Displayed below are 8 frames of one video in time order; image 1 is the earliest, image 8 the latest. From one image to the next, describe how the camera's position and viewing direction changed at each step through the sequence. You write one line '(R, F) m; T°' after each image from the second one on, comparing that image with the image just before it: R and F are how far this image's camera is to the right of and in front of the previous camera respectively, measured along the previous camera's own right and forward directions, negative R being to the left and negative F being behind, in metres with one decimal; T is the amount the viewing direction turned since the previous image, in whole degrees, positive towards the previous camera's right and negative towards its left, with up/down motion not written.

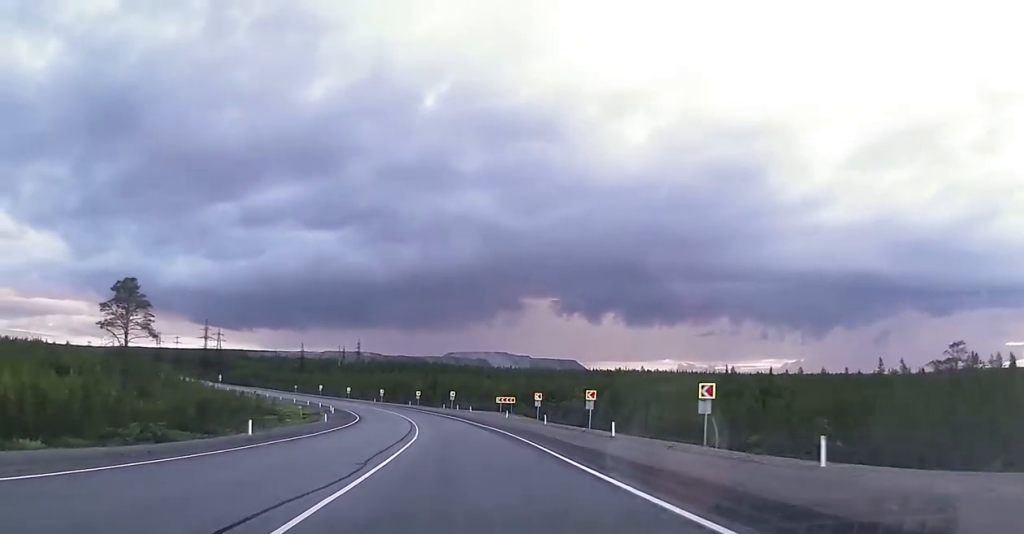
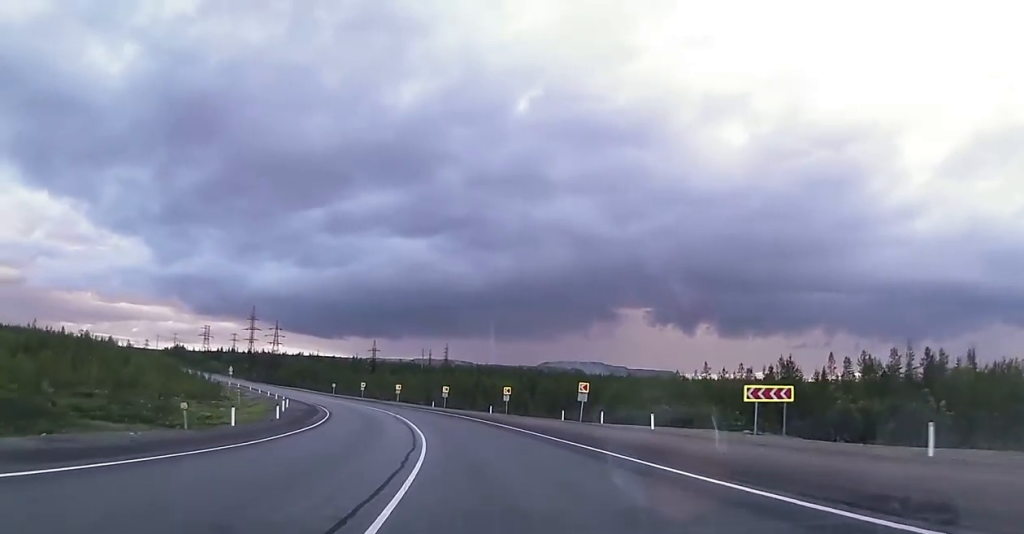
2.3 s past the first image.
(-1.0, +61.6) m; -3°
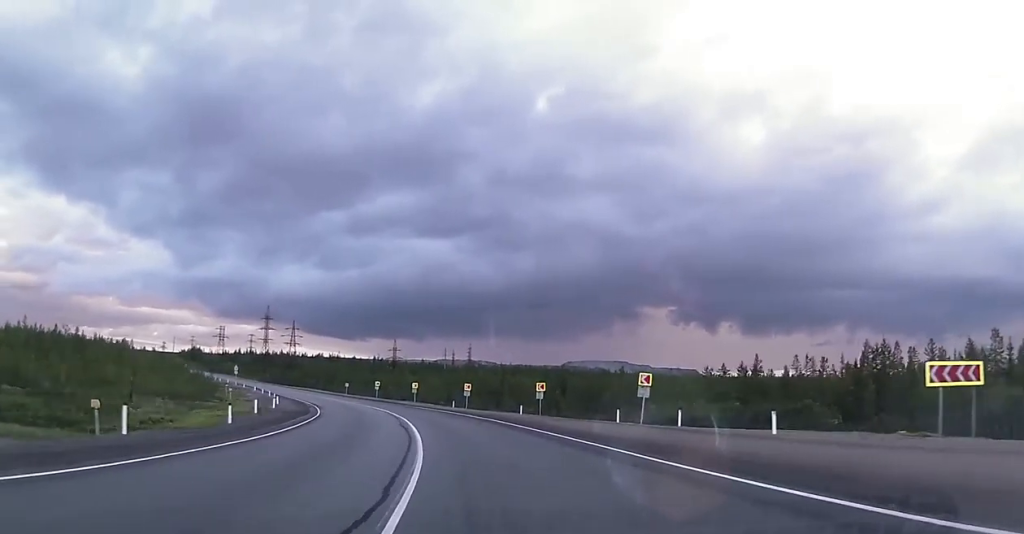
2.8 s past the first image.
(-0.1, +11.4) m; -2°
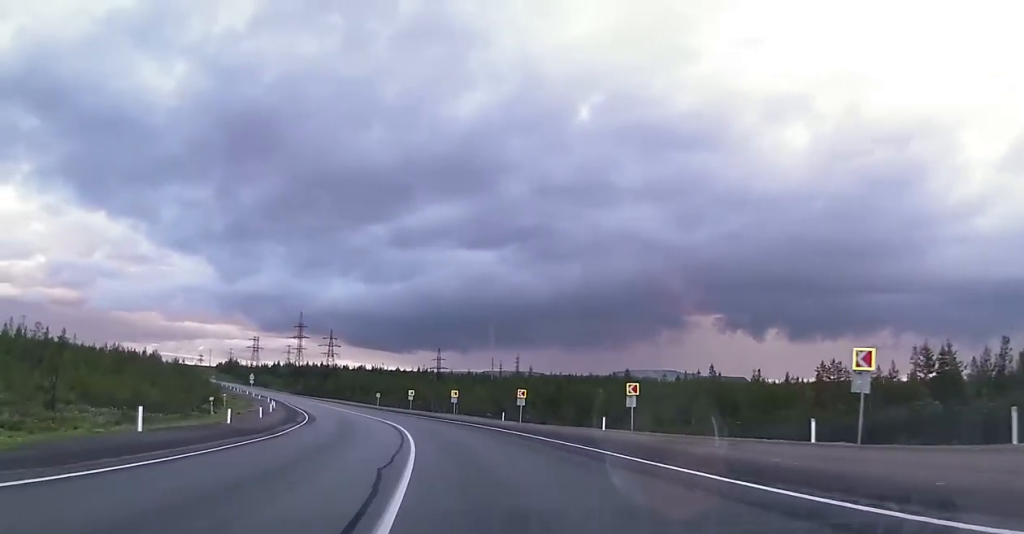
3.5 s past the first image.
(-0.7, +18.4) m; -4°
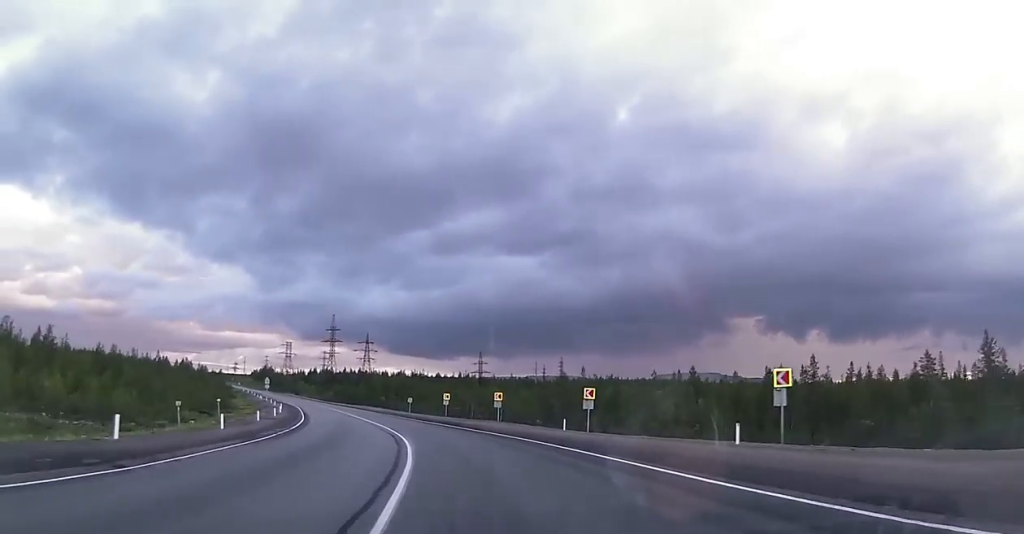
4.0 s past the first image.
(-0.6, +14.8) m; -3°
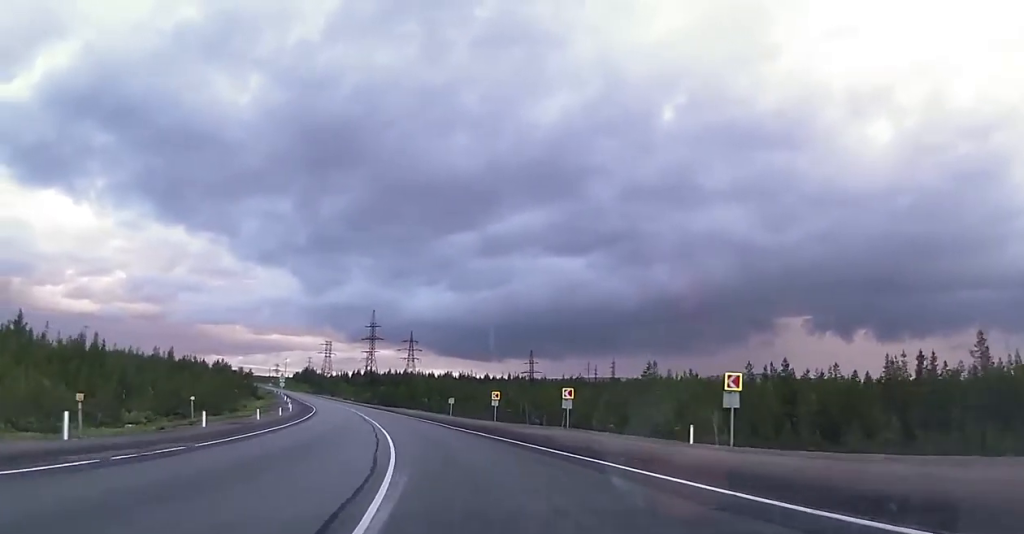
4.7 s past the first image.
(-0.4, +17.4) m; -4°
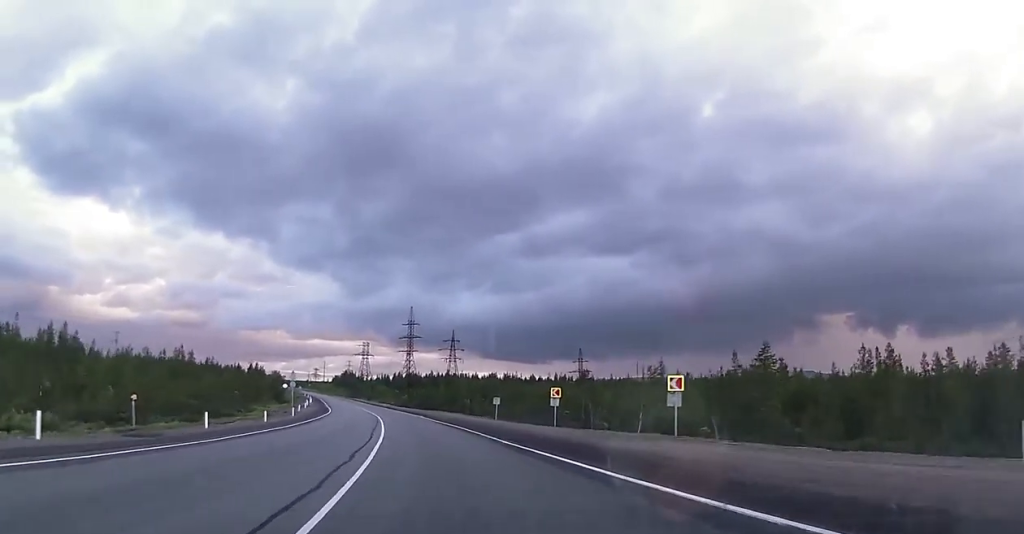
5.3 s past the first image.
(-0.5, +15.6) m; -4°
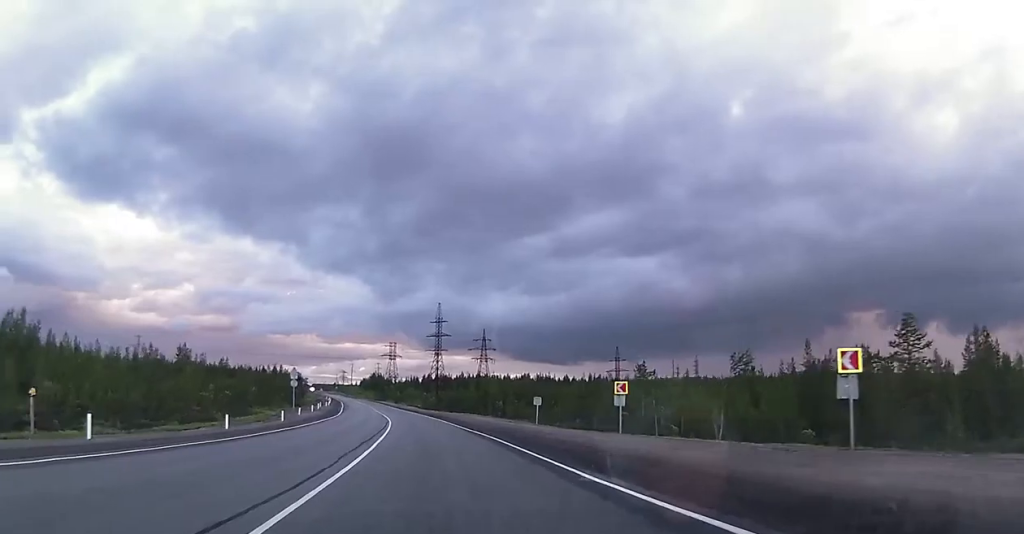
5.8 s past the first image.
(-0.2, +12.2) m; -3°
